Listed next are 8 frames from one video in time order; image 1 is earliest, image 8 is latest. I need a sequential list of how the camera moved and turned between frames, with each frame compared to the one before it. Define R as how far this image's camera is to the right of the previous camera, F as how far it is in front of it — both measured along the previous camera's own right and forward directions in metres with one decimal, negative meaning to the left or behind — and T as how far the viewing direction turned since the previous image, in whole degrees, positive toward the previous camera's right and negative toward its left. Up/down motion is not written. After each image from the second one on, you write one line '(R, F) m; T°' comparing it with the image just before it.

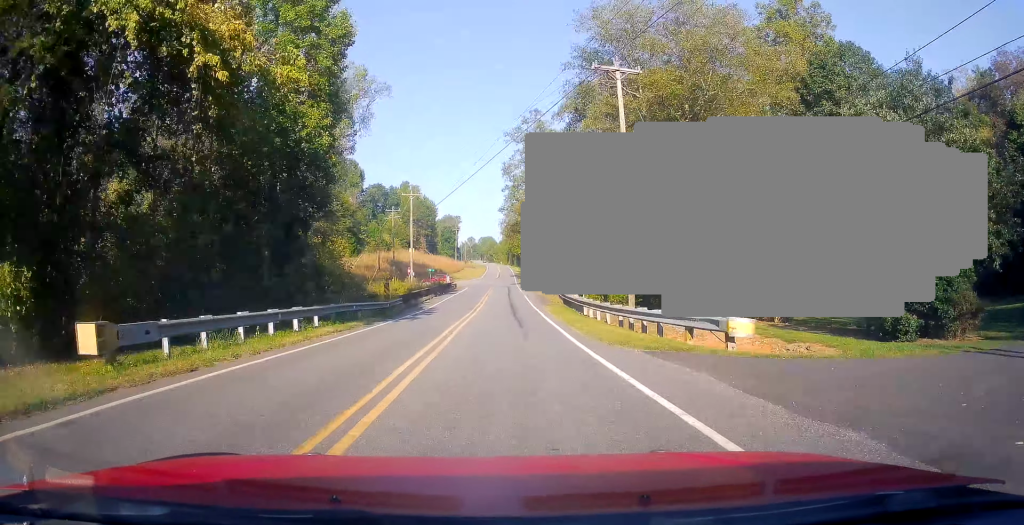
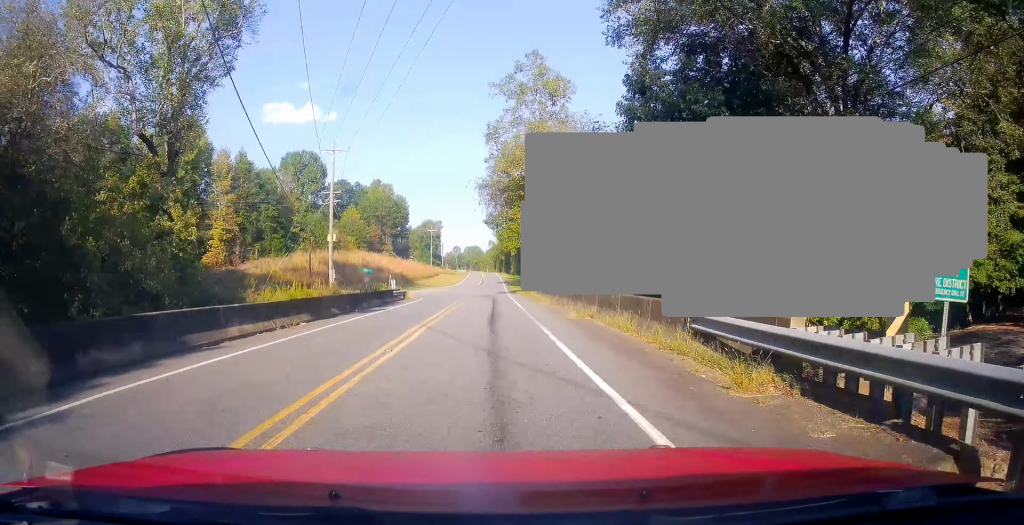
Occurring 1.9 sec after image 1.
(0.0, +29.5) m; 0°
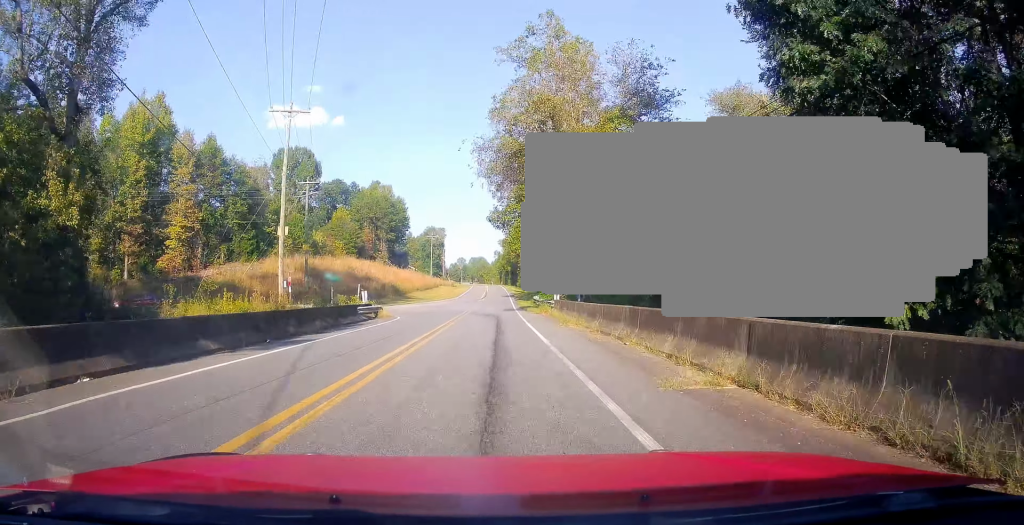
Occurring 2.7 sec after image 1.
(0.0, +10.7) m; -1°
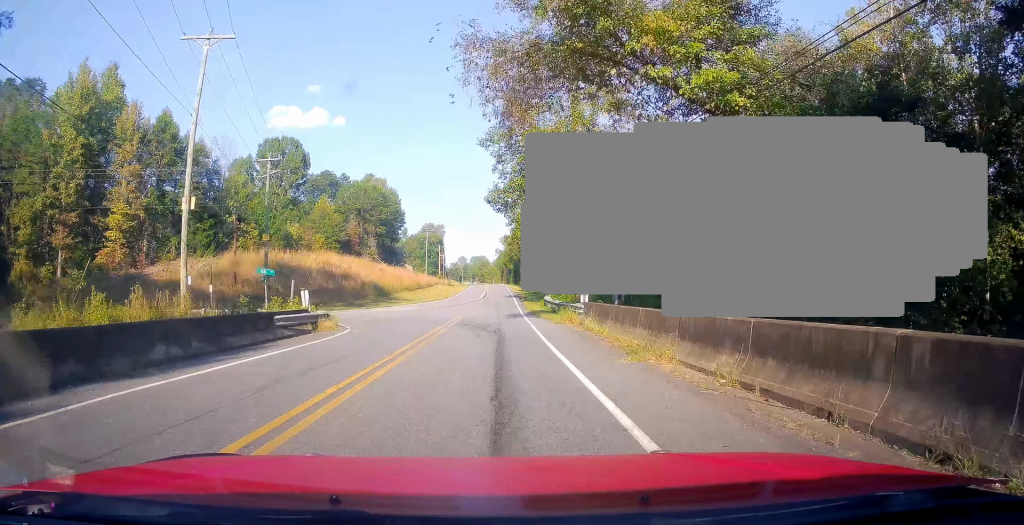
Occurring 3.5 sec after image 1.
(-0.1, +10.4) m; -2°
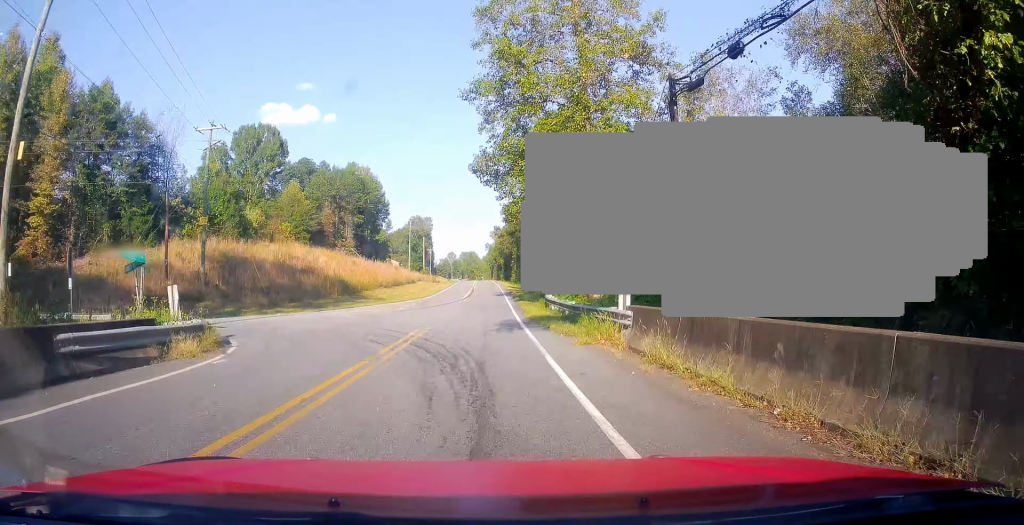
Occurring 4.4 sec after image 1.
(-0.3, +9.4) m; +1°
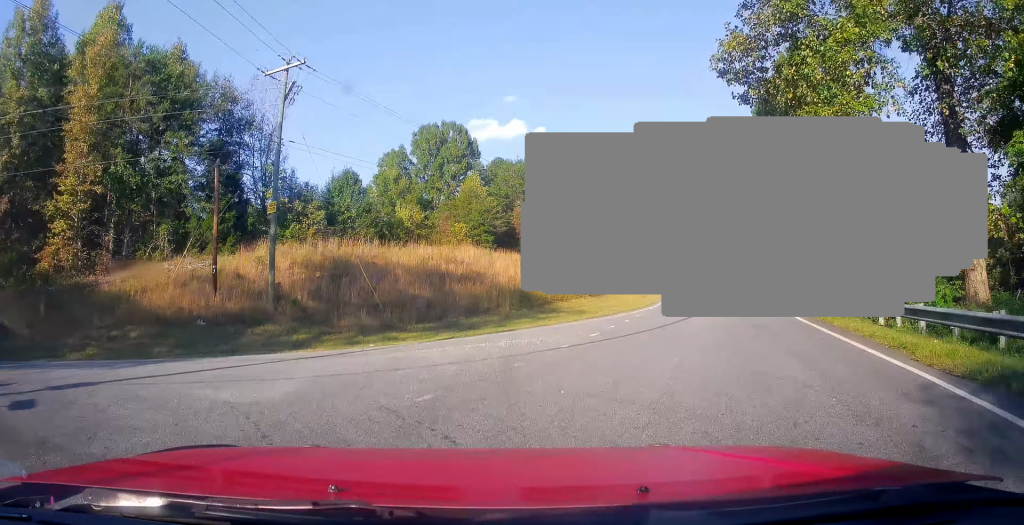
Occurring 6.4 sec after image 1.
(-0.6, +16.8) m; -14°
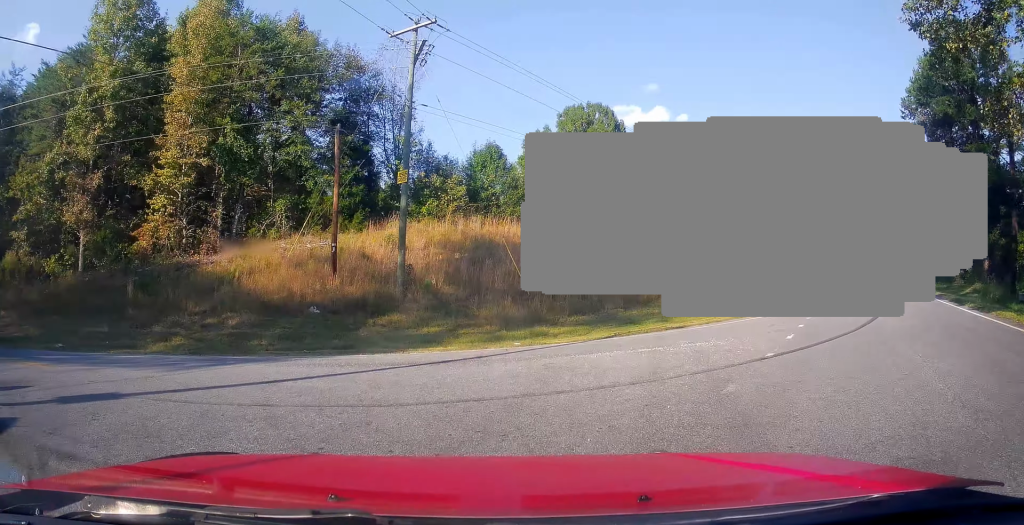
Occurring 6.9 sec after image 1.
(-0.3, +2.7) m; -16°
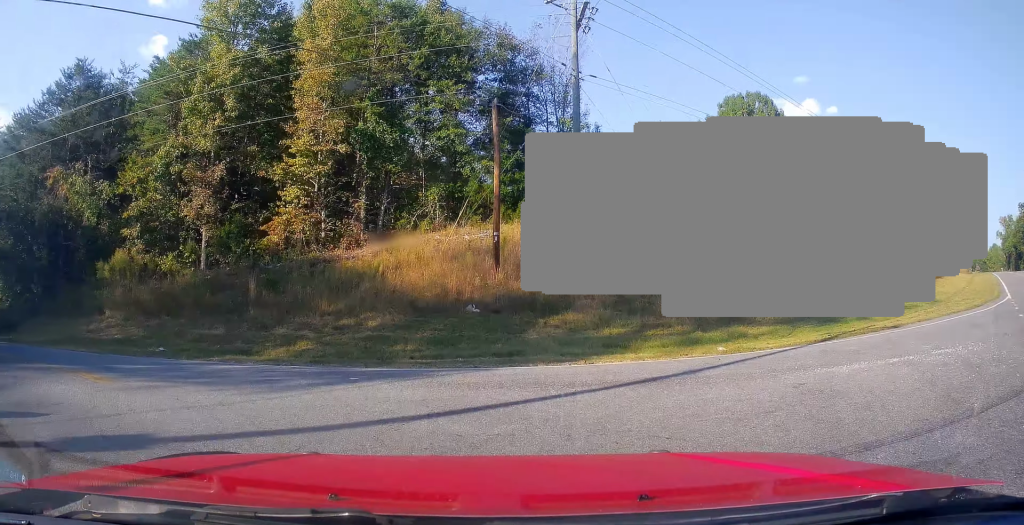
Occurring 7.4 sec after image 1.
(+0.4, +2.7) m; -16°
